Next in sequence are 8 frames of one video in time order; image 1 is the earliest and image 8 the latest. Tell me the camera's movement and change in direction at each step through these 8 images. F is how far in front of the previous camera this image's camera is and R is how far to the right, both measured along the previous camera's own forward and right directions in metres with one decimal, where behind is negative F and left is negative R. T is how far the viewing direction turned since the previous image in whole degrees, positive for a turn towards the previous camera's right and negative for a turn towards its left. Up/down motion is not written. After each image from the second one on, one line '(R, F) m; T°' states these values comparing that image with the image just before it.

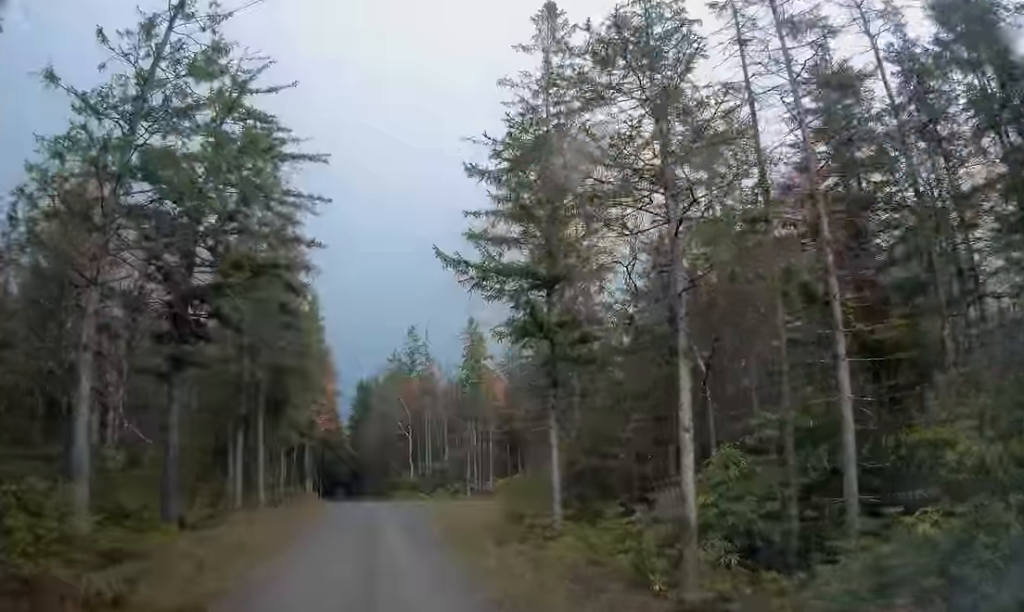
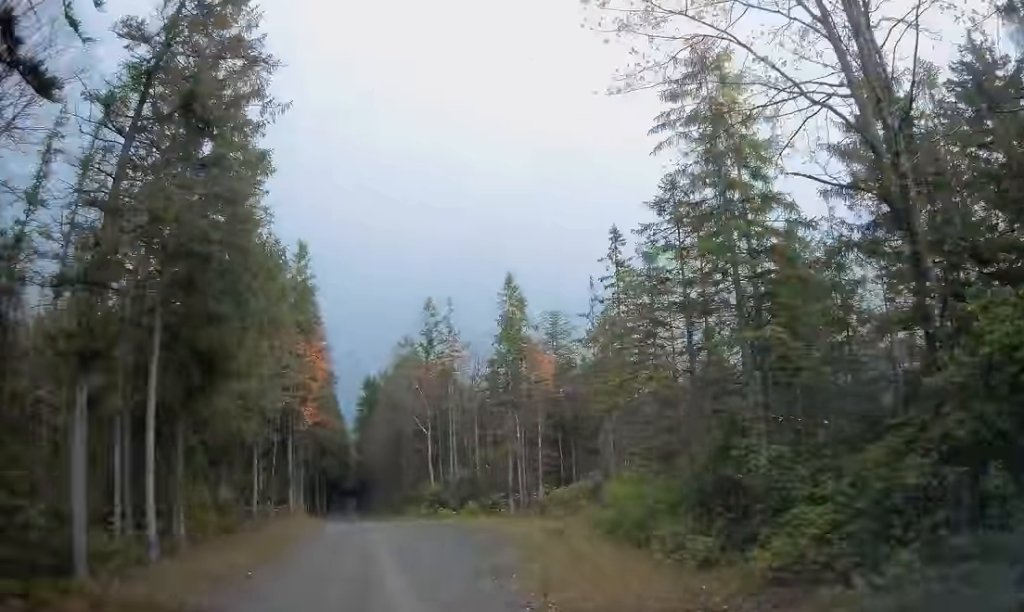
(-0.4, +14.7) m; -4°
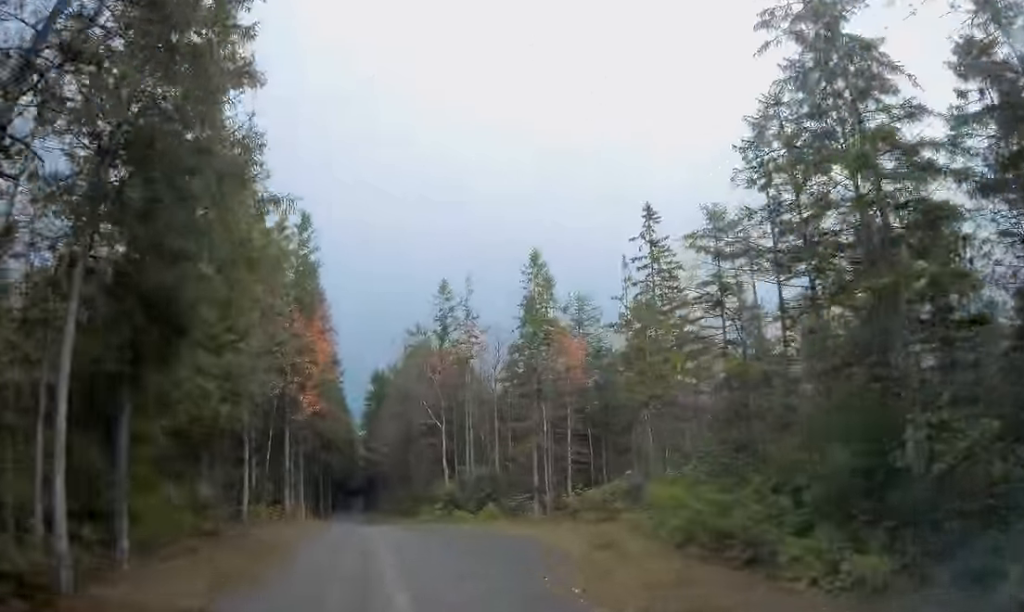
(+0.1, +4.7) m; -1°
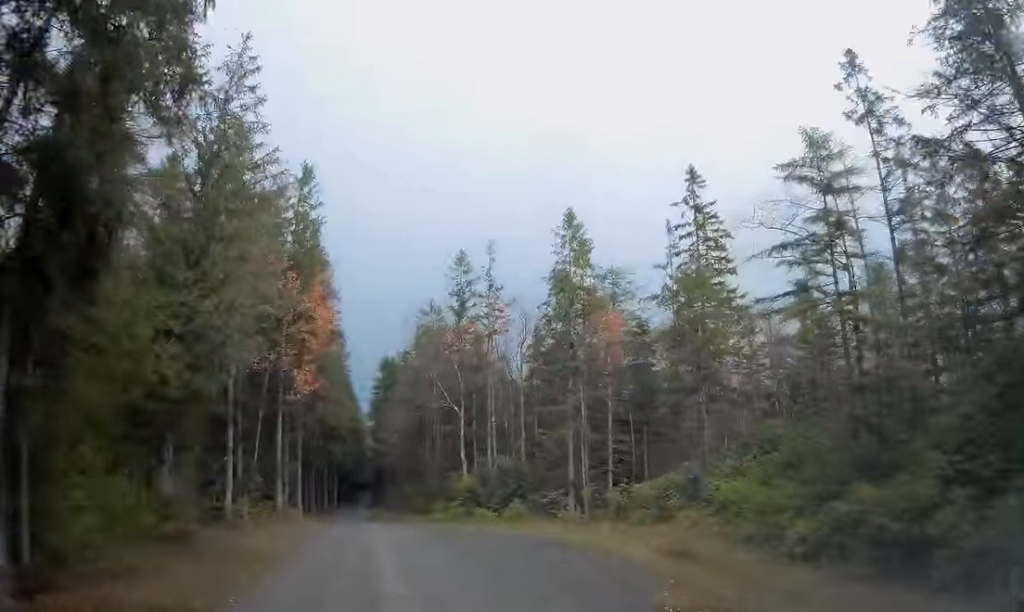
(-0.3, +5.4) m; 0°
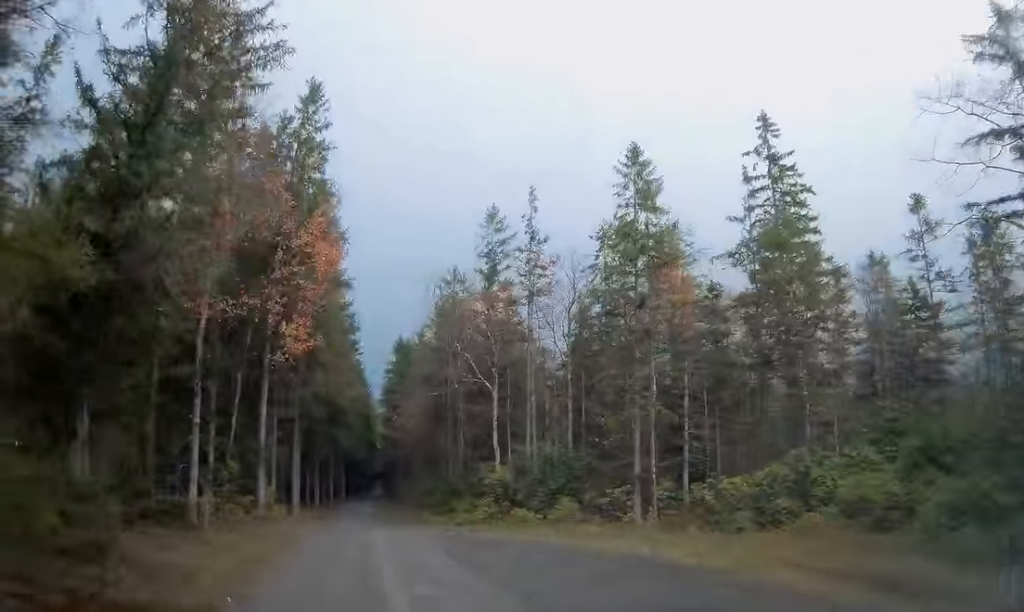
(0.0, +7.1) m; -1°
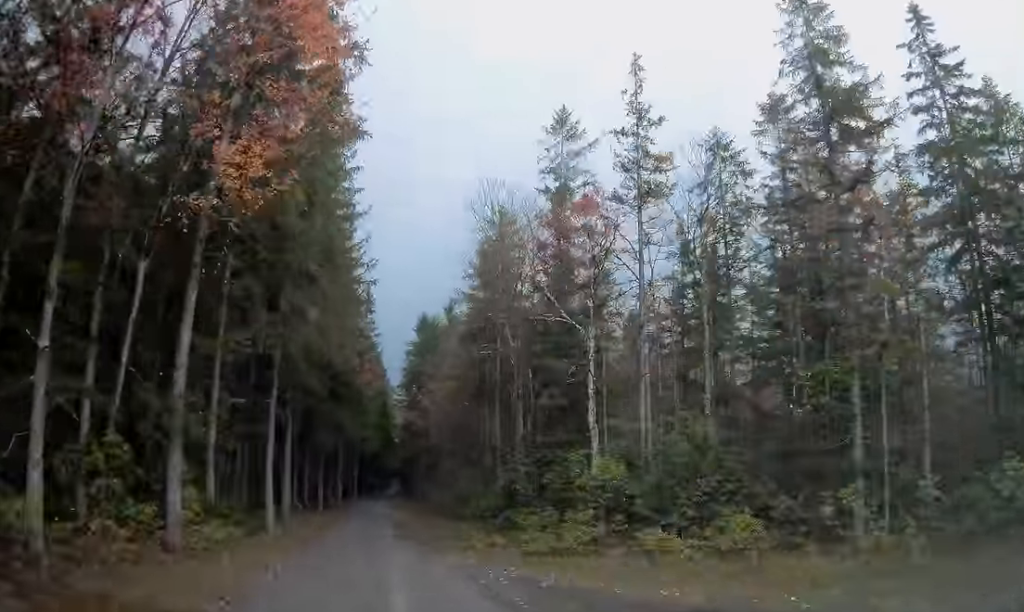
(-0.1, +12.1) m; -1°
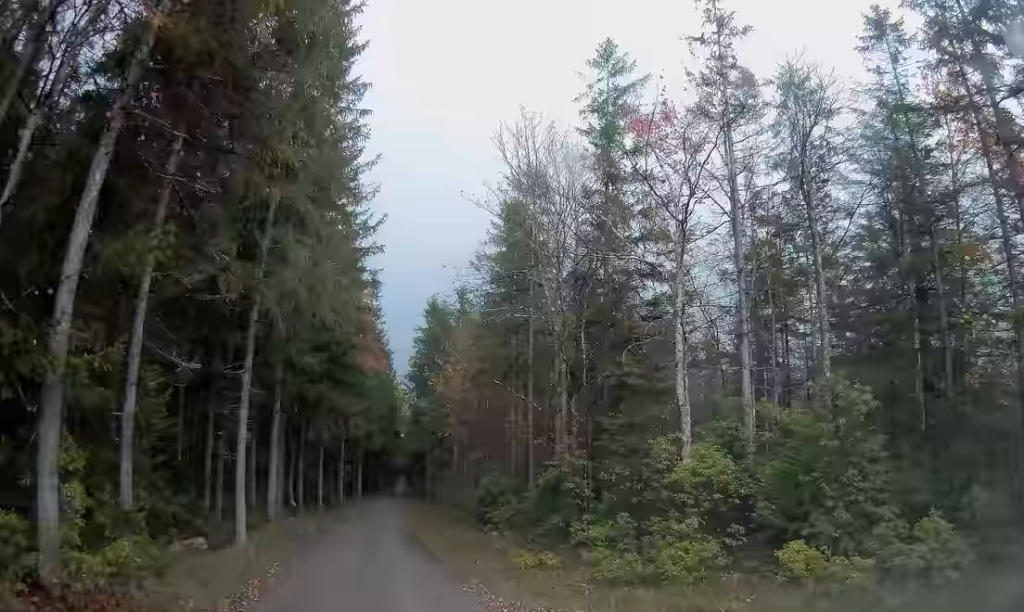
(-0.1, +5.5) m; 0°
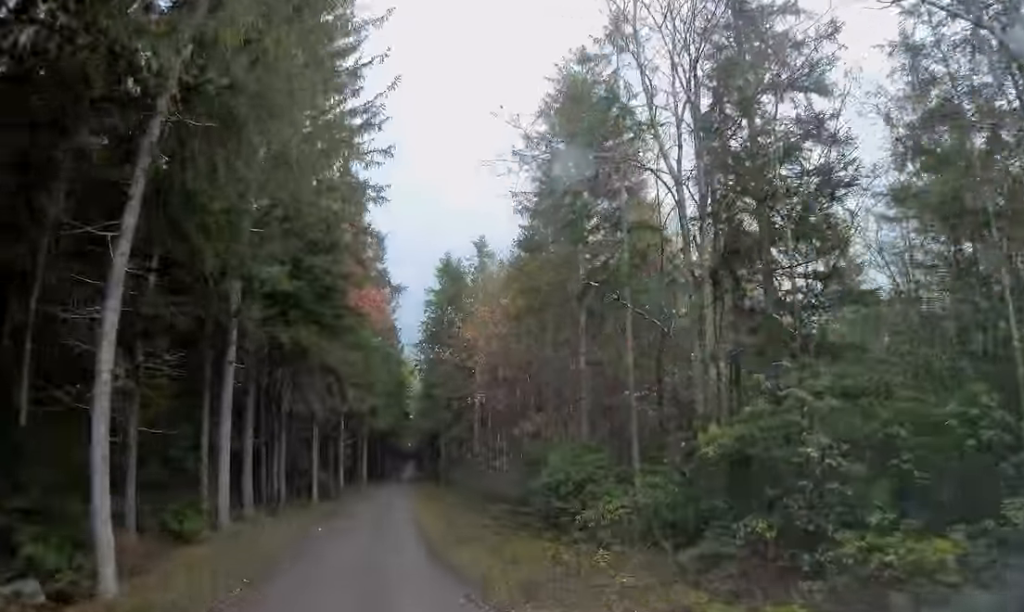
(+0.3, +9.3) m; 0°
